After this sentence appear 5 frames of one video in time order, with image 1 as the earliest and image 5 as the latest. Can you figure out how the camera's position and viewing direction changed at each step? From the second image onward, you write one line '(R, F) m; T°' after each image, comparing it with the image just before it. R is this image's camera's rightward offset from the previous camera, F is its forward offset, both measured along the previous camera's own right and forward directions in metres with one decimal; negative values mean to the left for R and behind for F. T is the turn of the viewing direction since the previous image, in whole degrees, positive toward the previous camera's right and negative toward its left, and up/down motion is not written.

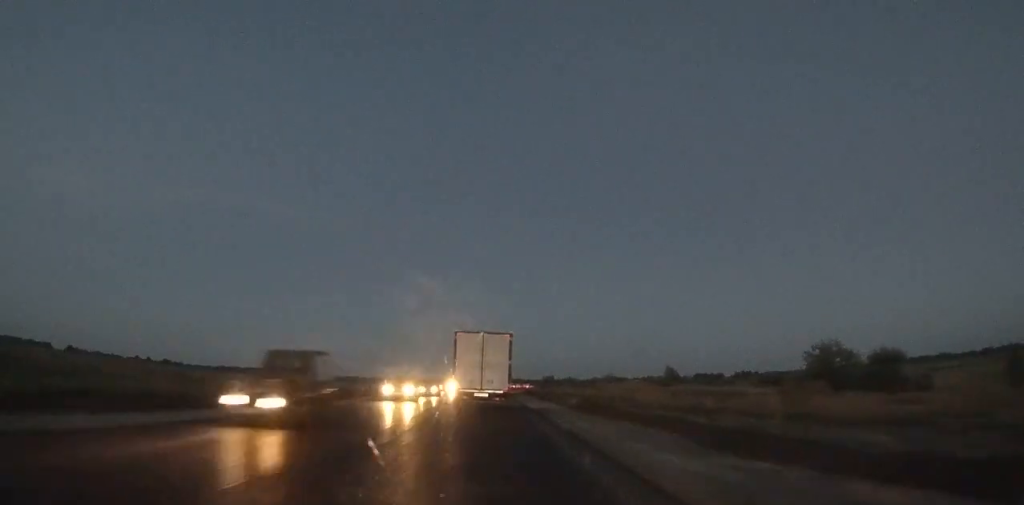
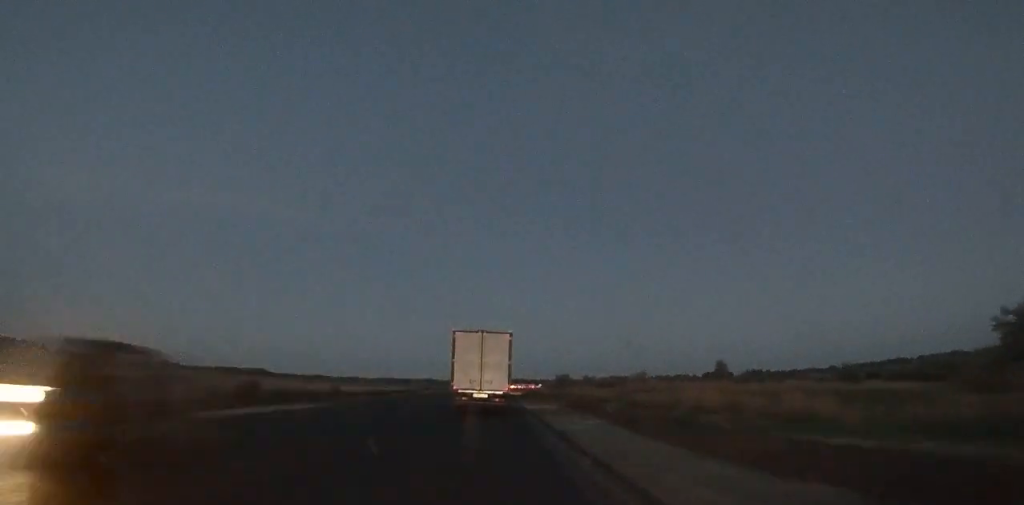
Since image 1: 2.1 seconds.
(+0.3, +31.6) m; 0°
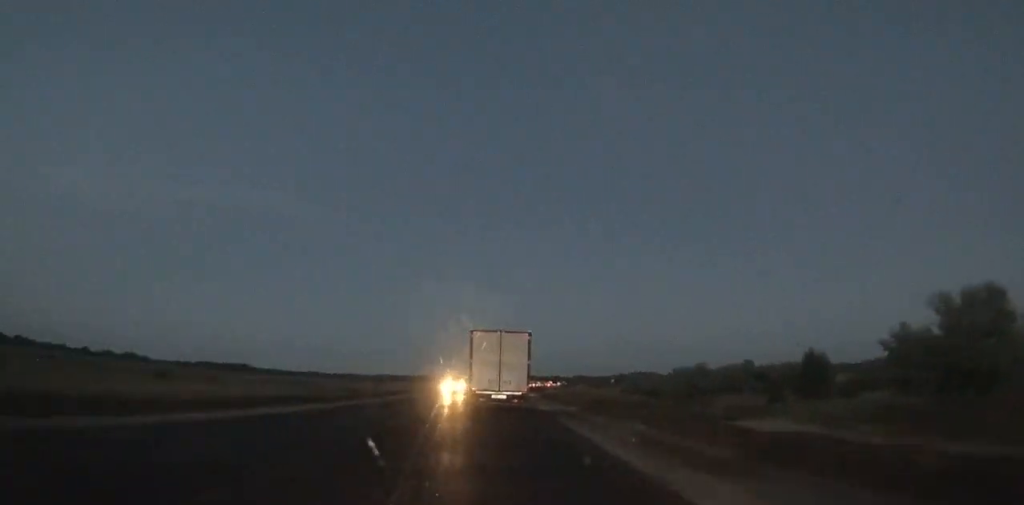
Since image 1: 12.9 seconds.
(-1.0, +144.9) m; 0°
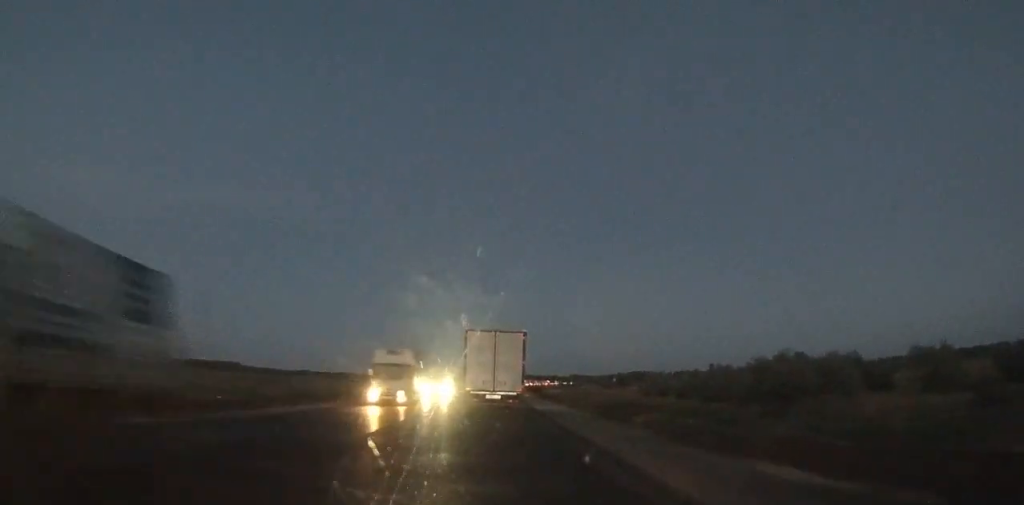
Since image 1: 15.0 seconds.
(-0.1, +25.4) m; 0°
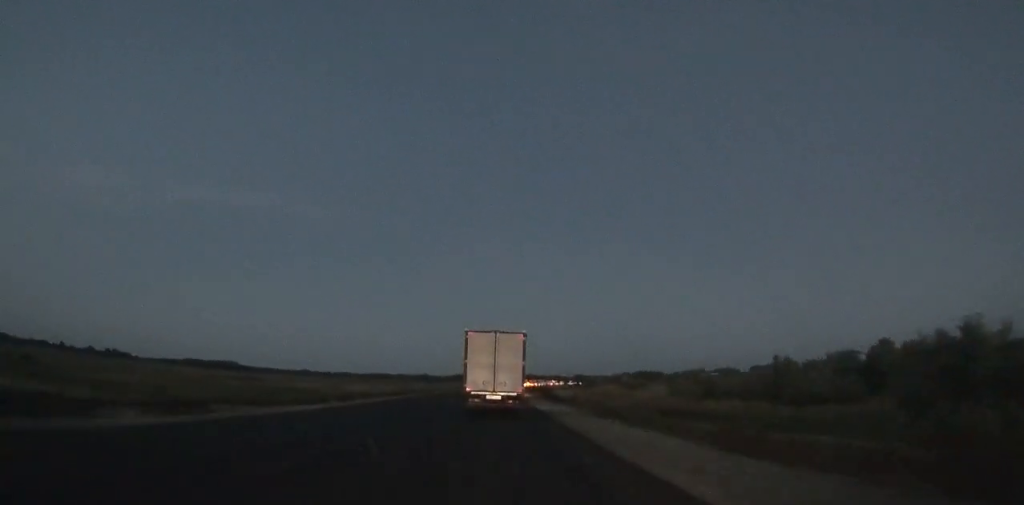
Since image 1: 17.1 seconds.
(0.0, +24.5) m; 0°
